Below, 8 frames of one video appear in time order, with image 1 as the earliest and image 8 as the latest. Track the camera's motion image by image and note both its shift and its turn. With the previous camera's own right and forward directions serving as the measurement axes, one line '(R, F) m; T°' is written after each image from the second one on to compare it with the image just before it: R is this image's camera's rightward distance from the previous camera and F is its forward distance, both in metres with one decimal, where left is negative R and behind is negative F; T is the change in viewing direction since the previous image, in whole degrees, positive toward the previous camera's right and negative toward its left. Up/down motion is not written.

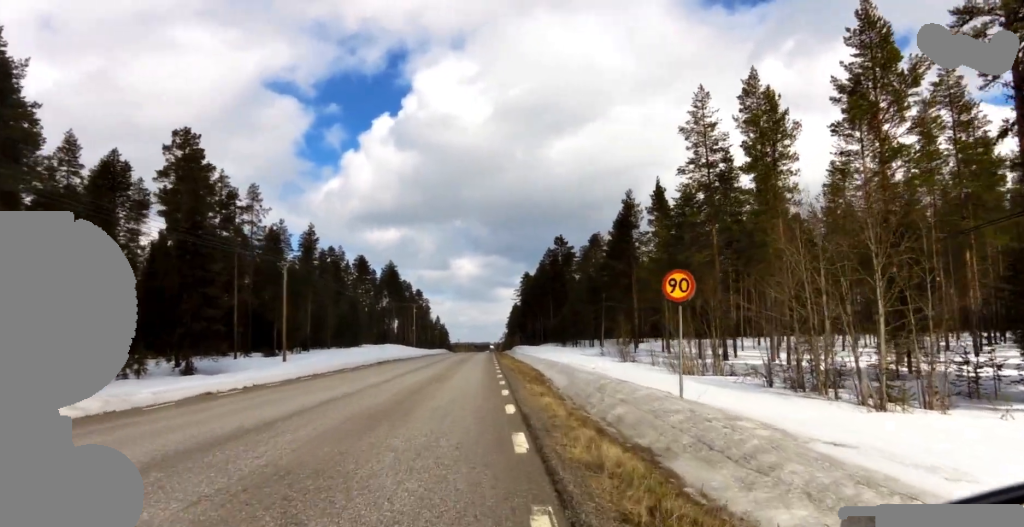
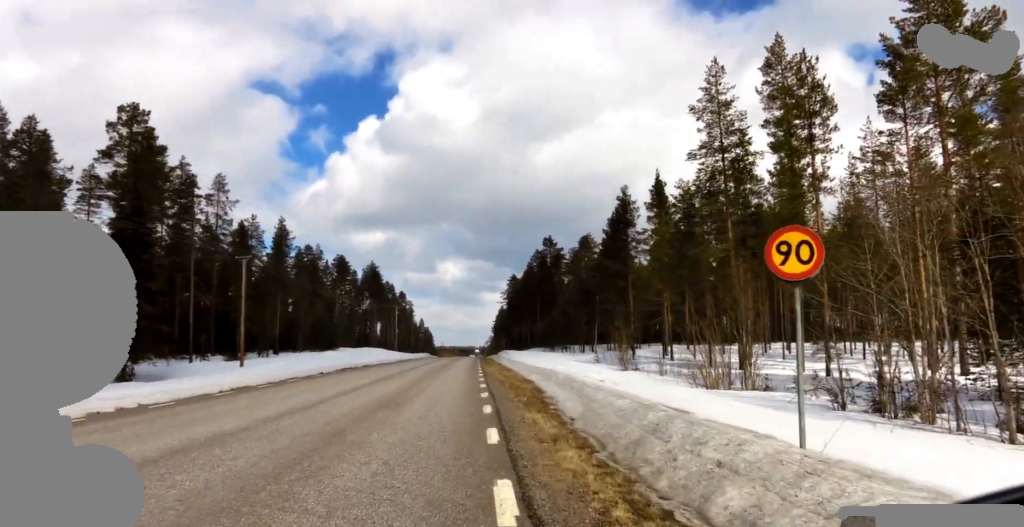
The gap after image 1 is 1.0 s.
(-0.5, +5.1) m; -5°
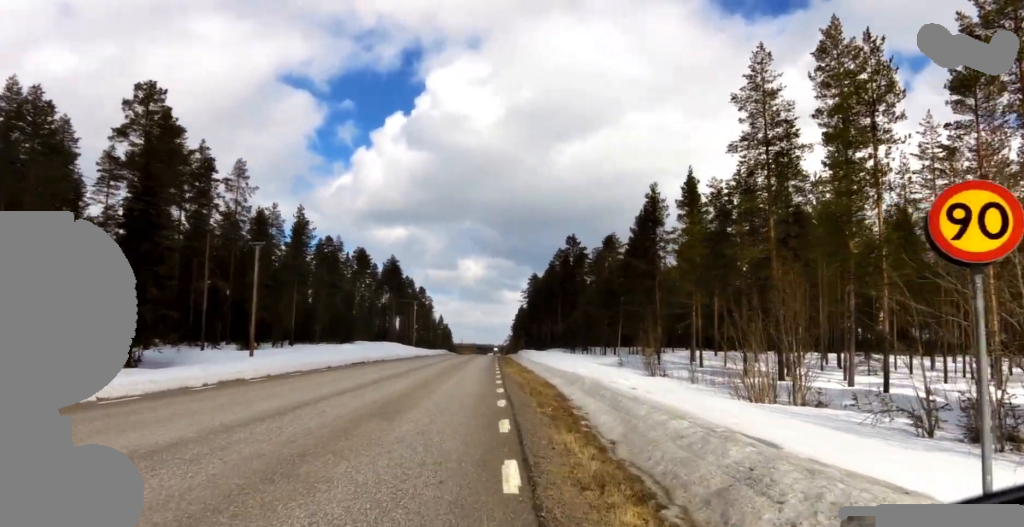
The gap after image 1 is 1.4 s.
(0.0, +2.3) m; 0°
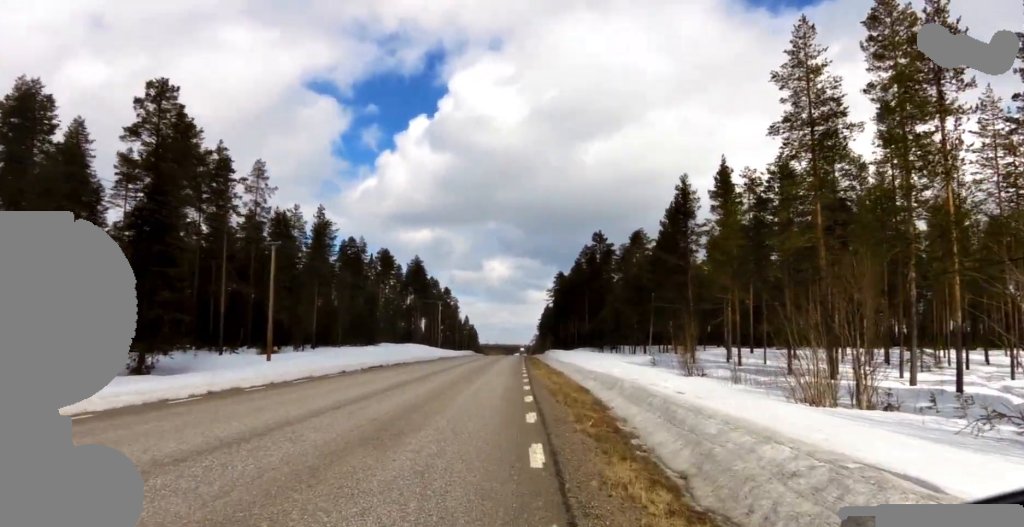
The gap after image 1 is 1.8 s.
(0.0, +2.1) m; 0°
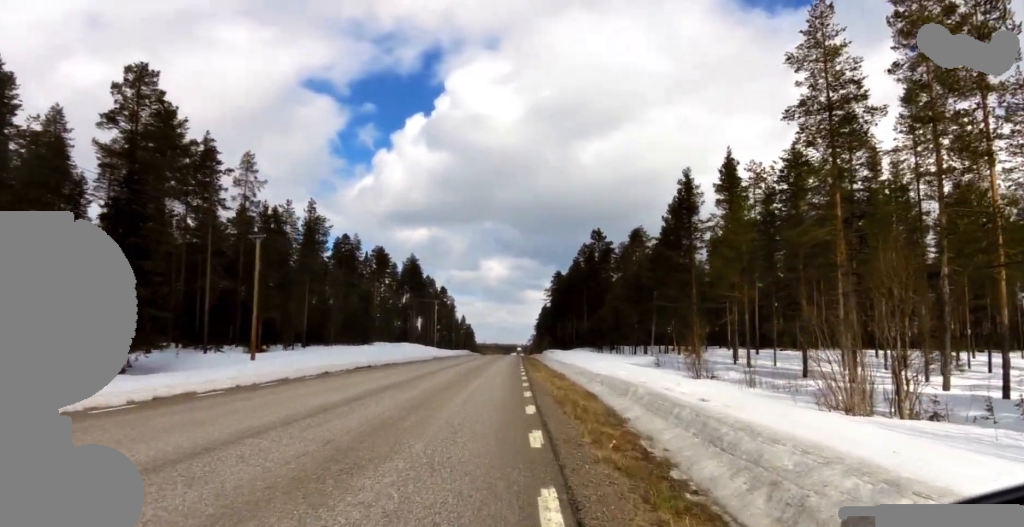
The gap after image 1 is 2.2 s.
(0.0, +2.1) m; -1°
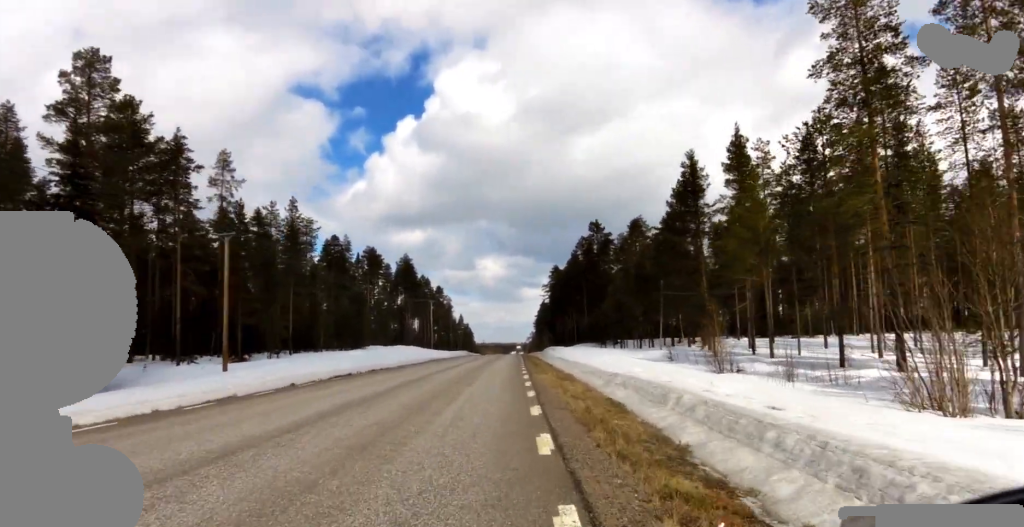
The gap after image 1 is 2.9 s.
(+0.1, +3.8) m; -4°
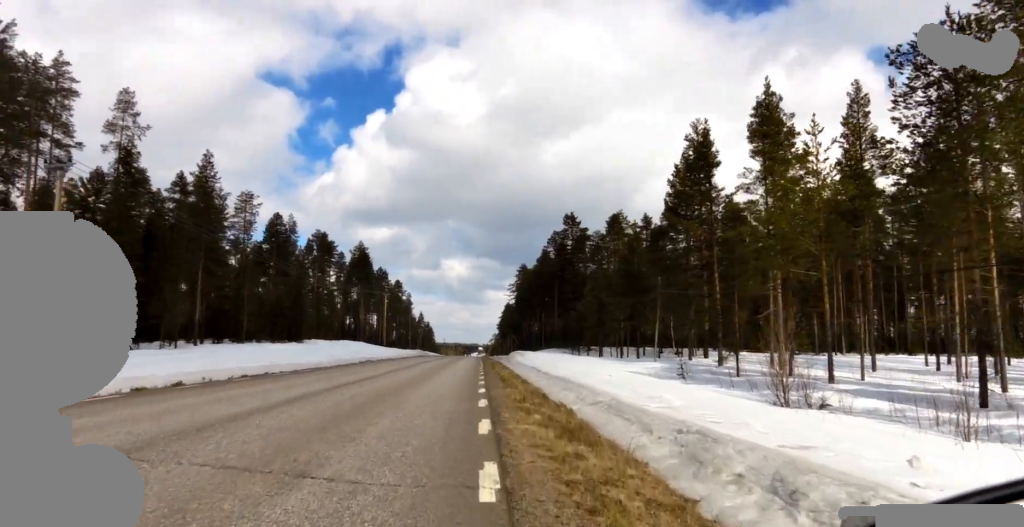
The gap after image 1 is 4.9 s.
(+0.7, +10.7) m; +4°
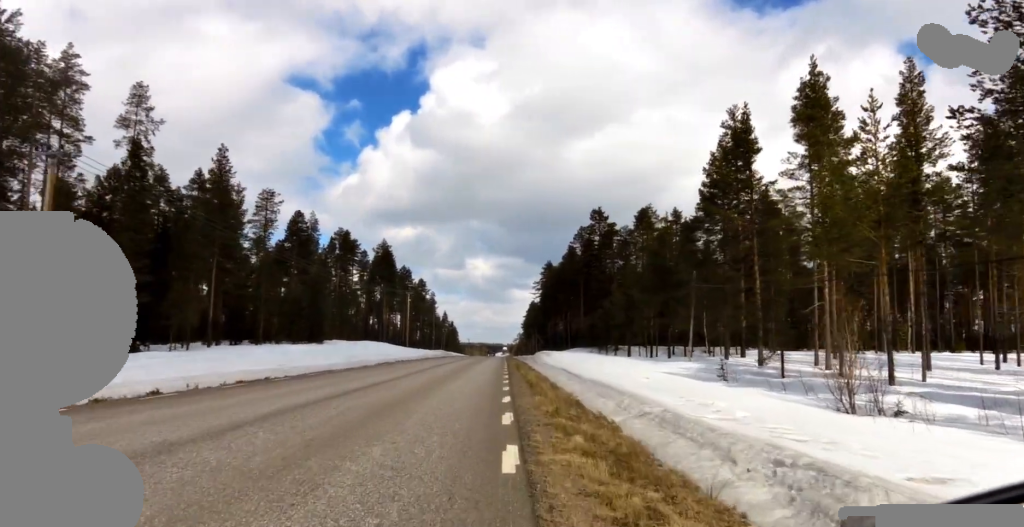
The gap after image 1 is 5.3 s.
(-0.2, +2.2) m; -3°
